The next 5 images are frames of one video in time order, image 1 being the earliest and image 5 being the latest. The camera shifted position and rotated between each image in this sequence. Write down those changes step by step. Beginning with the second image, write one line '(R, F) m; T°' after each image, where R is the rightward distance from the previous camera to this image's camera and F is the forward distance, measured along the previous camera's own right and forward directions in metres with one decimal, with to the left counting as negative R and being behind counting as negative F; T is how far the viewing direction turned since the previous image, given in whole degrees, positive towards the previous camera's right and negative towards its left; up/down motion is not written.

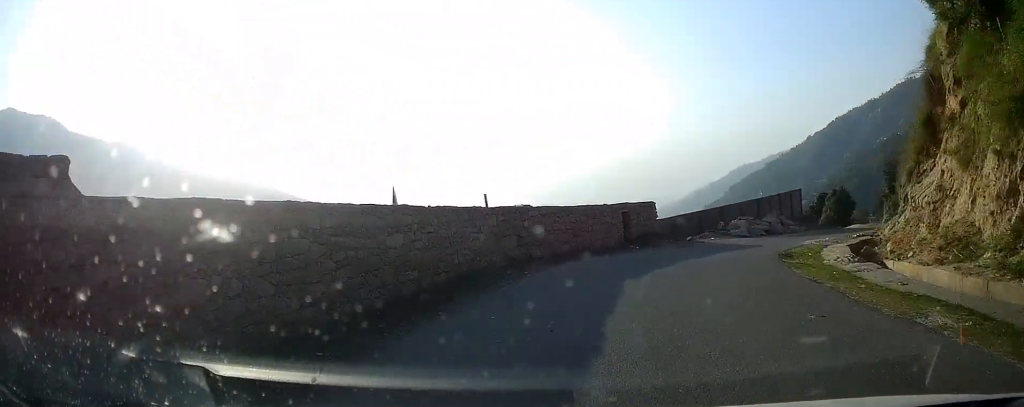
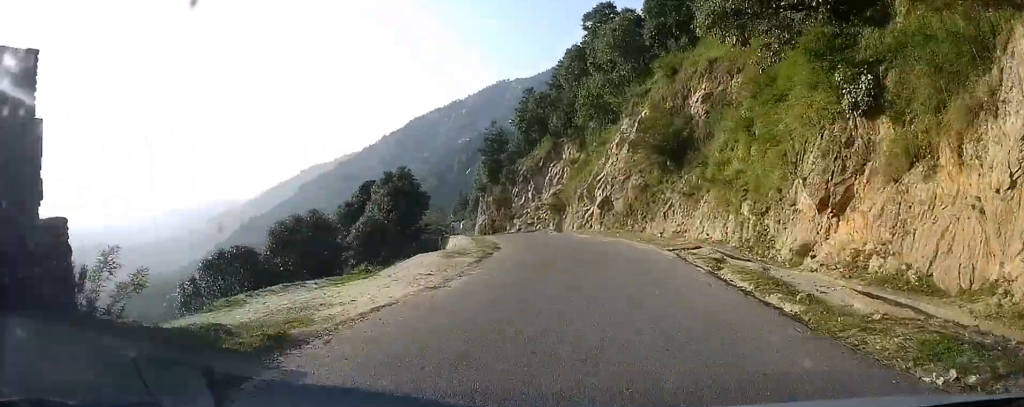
(+16.3, +42.1) m; +37°
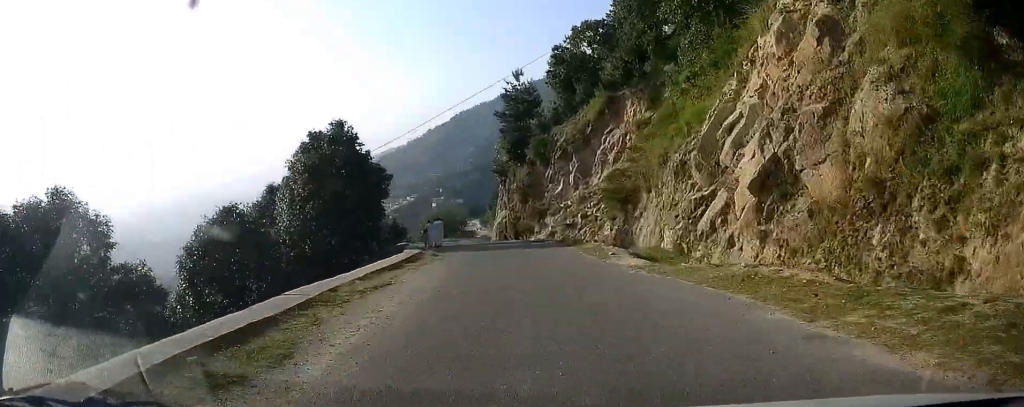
(+0.5, +25.5) m; -2°
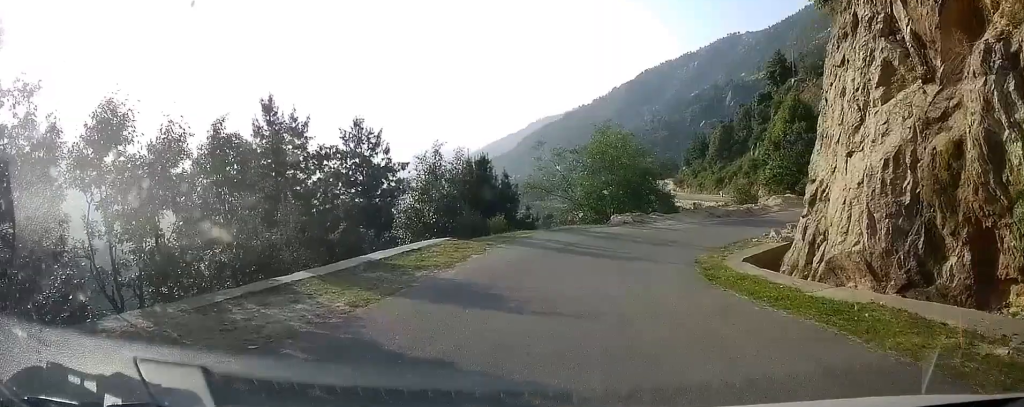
(-6.2, +48.2) m; -17°
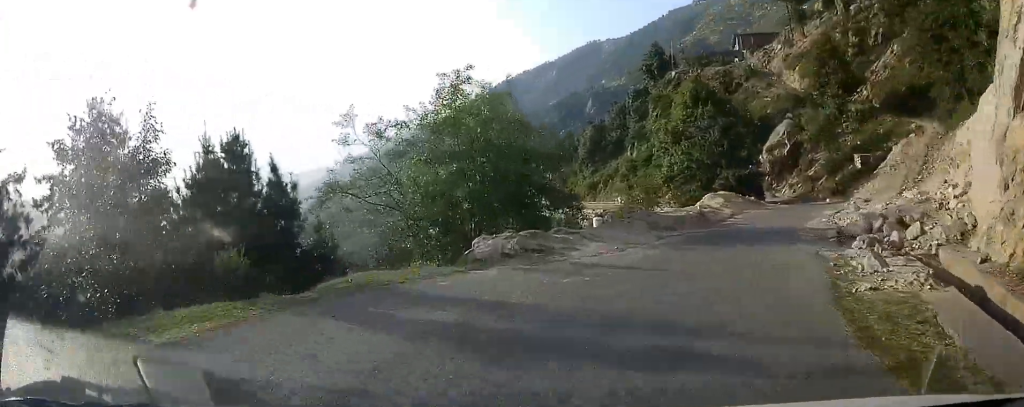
(-1.0, +15.6) m; +6°
